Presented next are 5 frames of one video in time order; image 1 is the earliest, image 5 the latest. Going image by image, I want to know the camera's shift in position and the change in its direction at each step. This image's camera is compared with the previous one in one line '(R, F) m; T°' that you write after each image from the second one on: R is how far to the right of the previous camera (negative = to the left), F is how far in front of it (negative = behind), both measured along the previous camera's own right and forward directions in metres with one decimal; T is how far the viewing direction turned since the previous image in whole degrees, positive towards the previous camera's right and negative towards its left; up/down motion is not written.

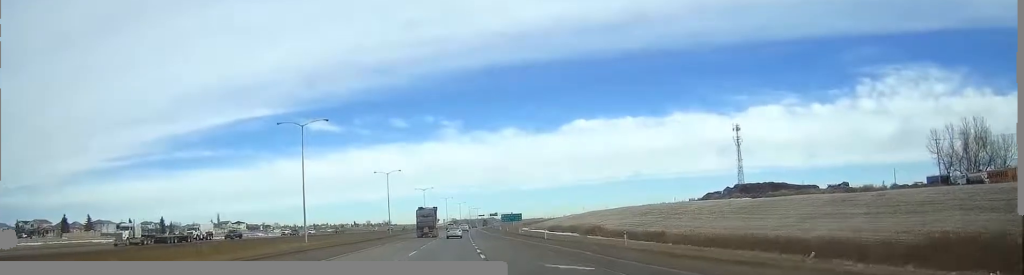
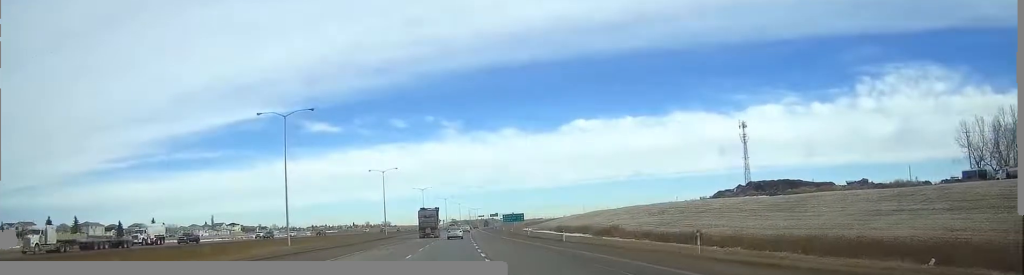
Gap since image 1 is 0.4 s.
(0.0, +11.7) m; 0°
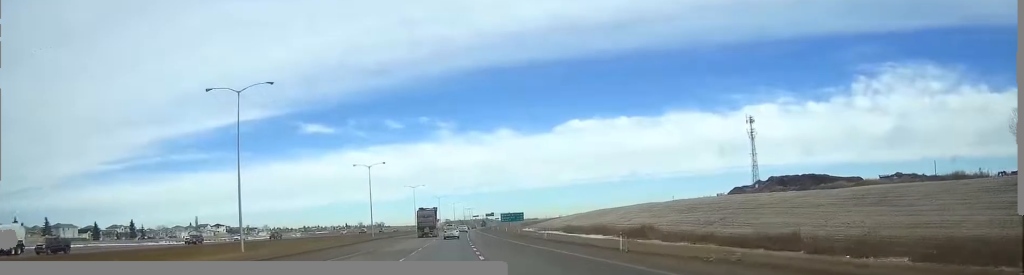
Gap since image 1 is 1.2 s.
(0.0, +20.8) m; 0°
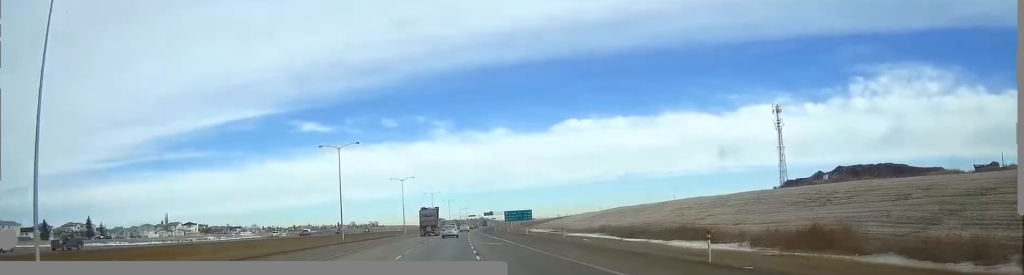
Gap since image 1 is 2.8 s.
(+0.2, +43.7) m; 0°
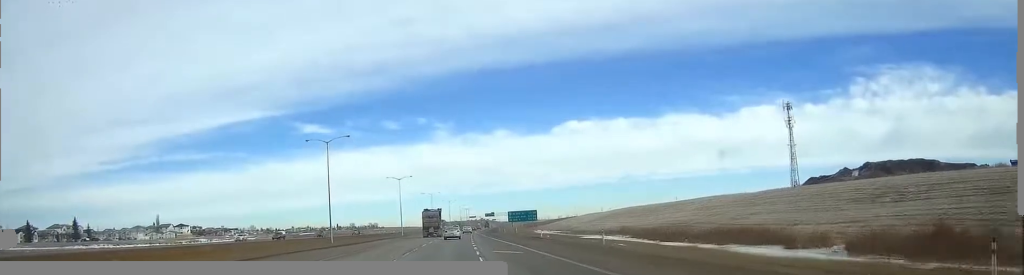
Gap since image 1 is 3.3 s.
(0.0, +13.7) m; 0°
